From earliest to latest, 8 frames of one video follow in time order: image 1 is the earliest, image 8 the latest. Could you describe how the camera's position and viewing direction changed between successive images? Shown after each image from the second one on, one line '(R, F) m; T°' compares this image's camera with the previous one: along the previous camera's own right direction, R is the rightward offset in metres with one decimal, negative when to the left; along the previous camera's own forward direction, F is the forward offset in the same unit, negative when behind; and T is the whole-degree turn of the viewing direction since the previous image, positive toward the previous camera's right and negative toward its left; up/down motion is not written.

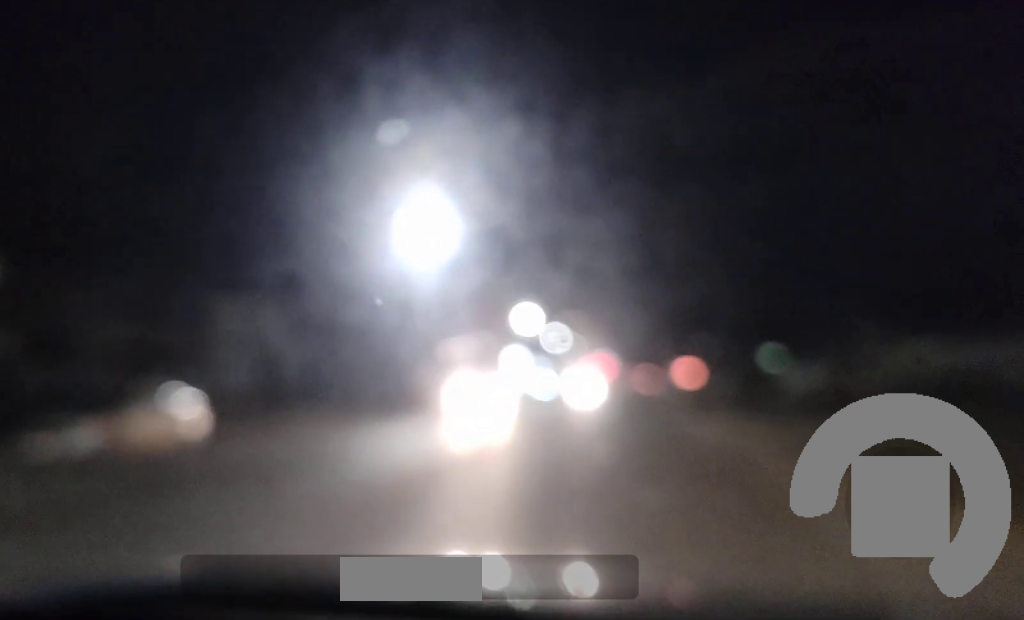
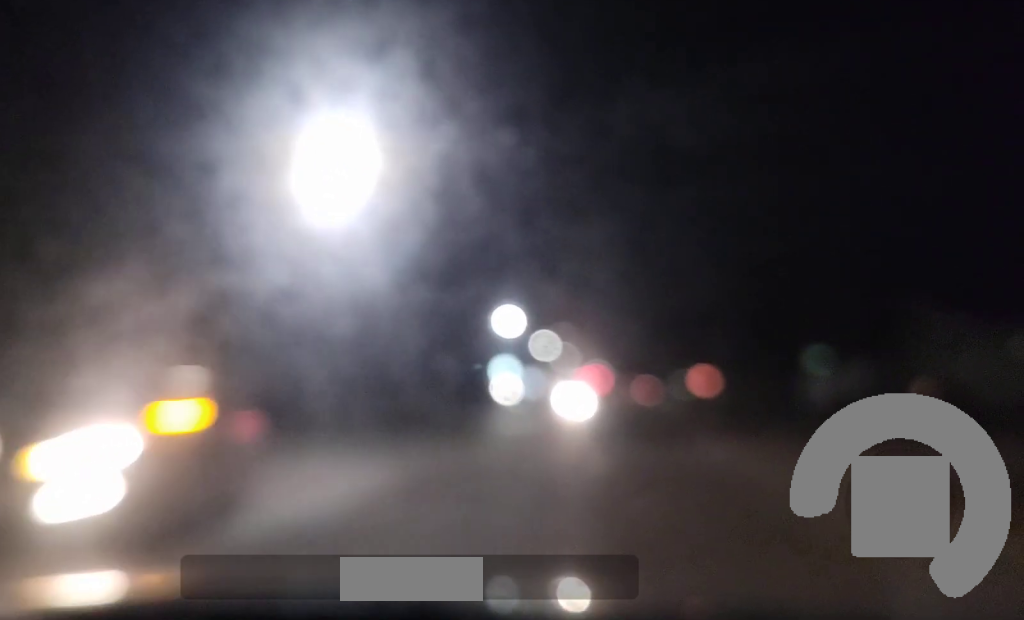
(+0.1, +14.5) m; +1°
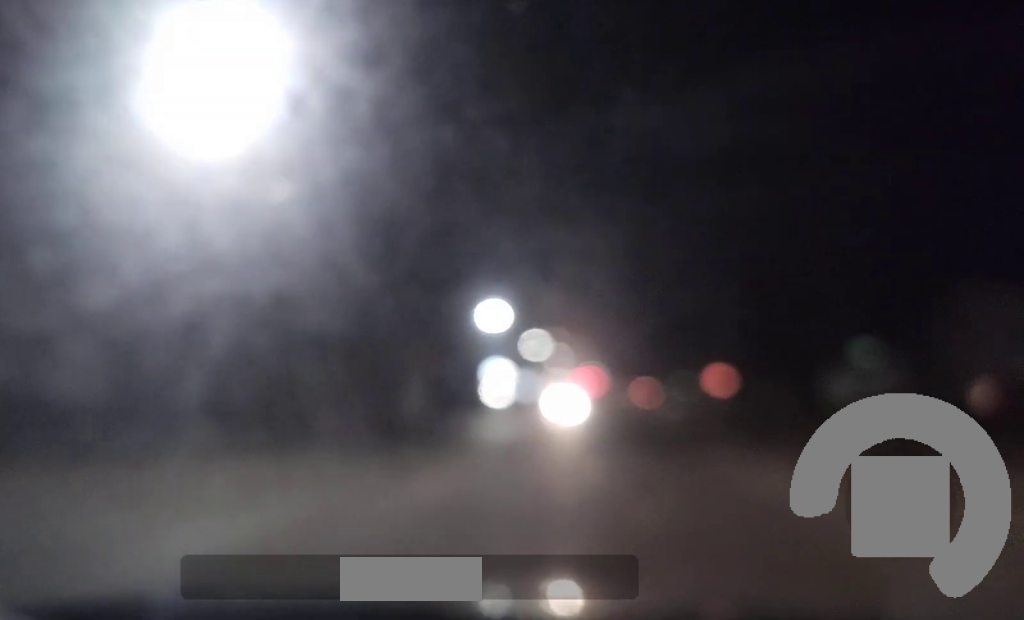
(0.0, +8.3) m; 0°
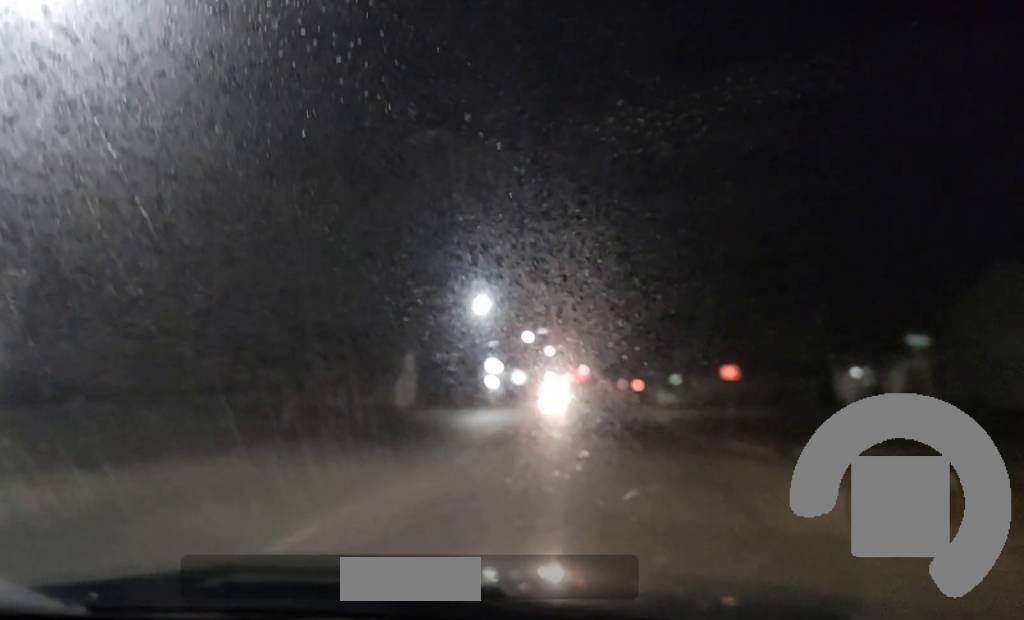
(0.0, +8.3) m; -1°
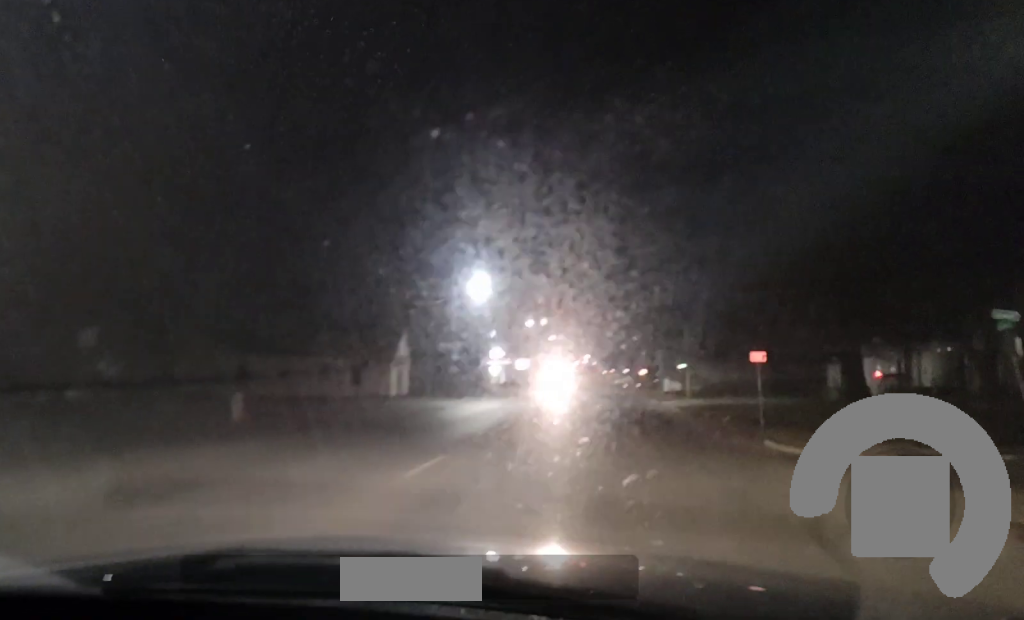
(0.0, +5.5) m; 0°
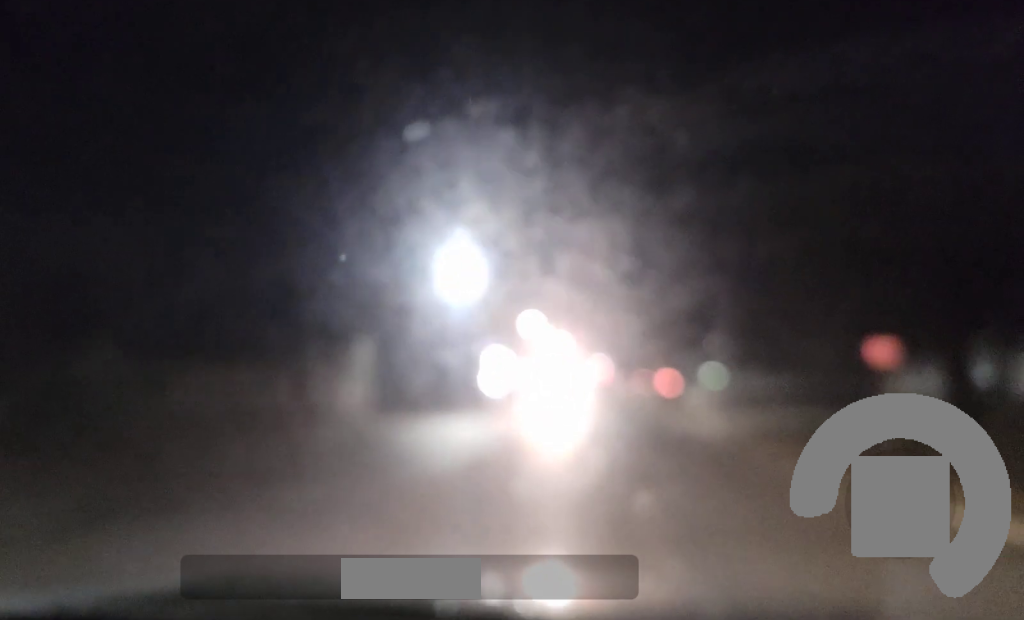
(-0.2, +11.0) m; -1°
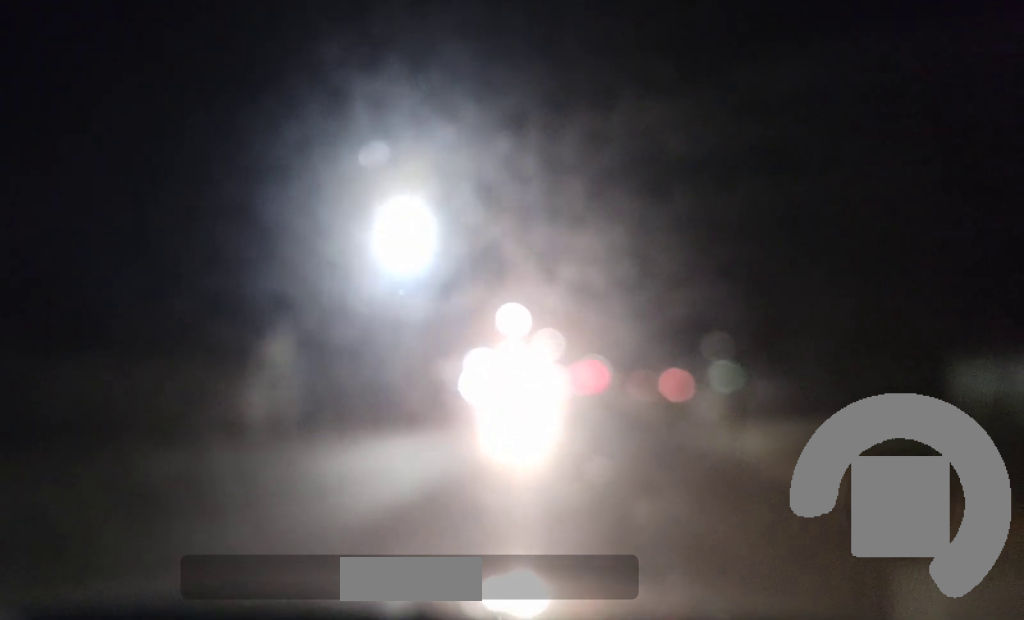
(+0.1, +13.6) m; +1°
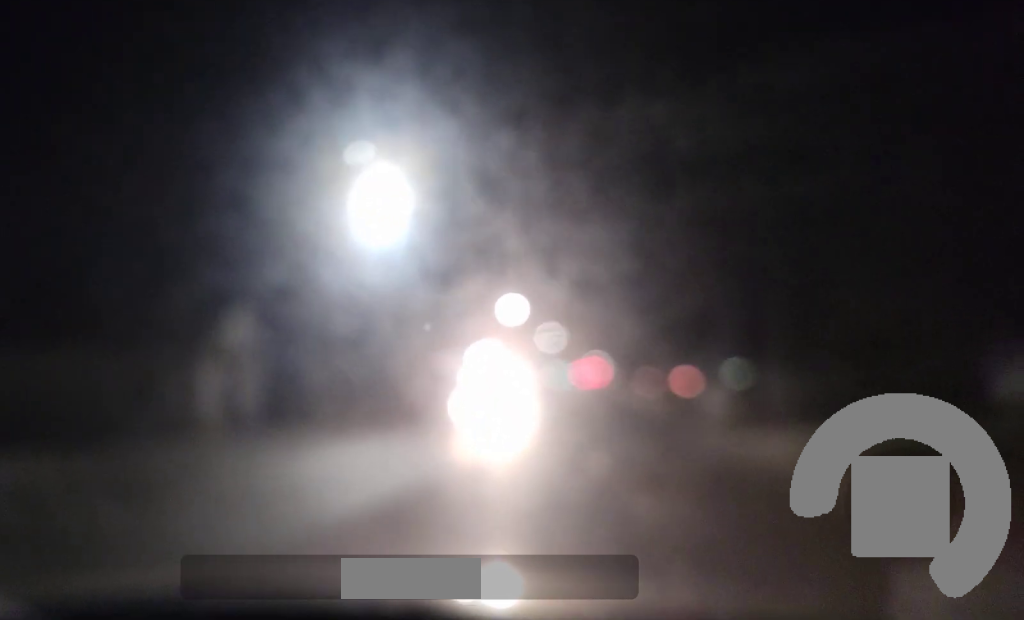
(+0.1, +6.1) m; +1°
